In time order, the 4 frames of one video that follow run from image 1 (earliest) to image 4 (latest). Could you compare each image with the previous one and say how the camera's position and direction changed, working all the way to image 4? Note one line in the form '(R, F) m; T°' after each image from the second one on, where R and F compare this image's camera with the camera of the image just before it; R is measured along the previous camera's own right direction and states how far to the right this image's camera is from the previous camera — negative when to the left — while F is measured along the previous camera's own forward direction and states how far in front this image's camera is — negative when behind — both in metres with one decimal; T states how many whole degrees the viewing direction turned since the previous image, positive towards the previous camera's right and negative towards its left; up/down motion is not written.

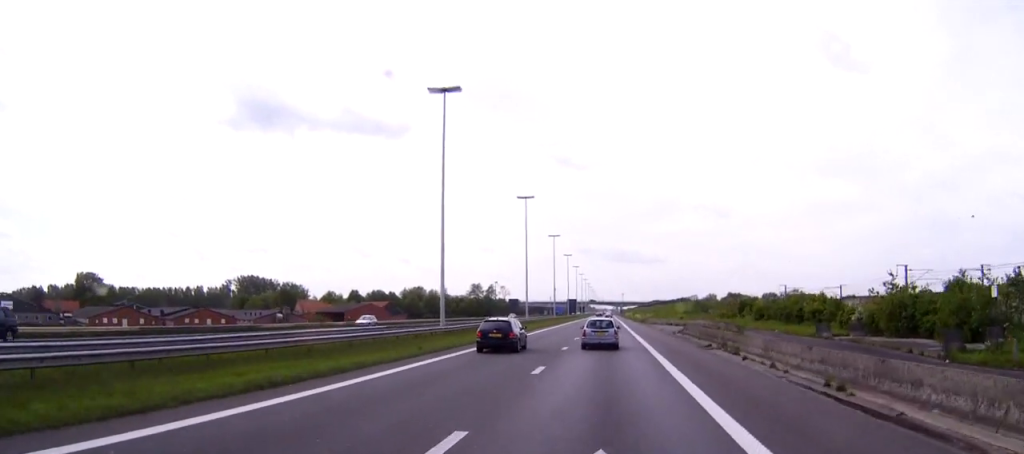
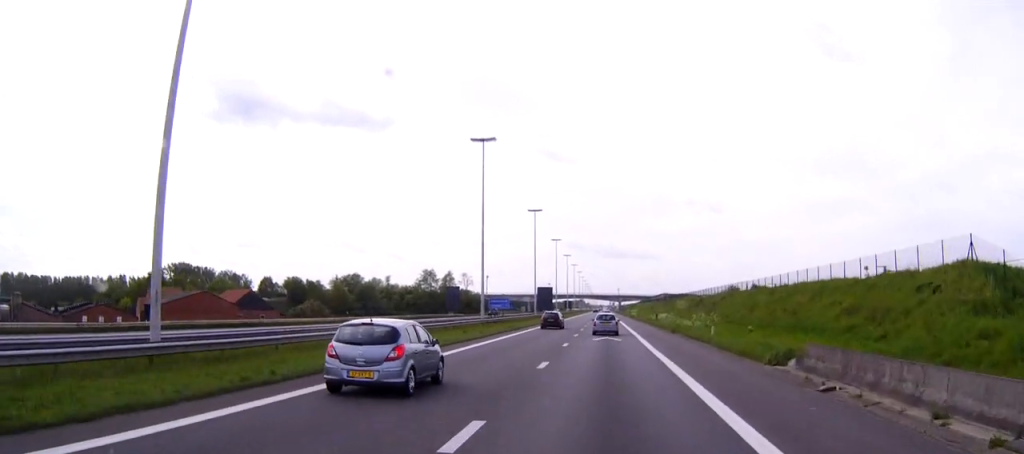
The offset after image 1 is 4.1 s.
(0.0, +99.1) m; 0°
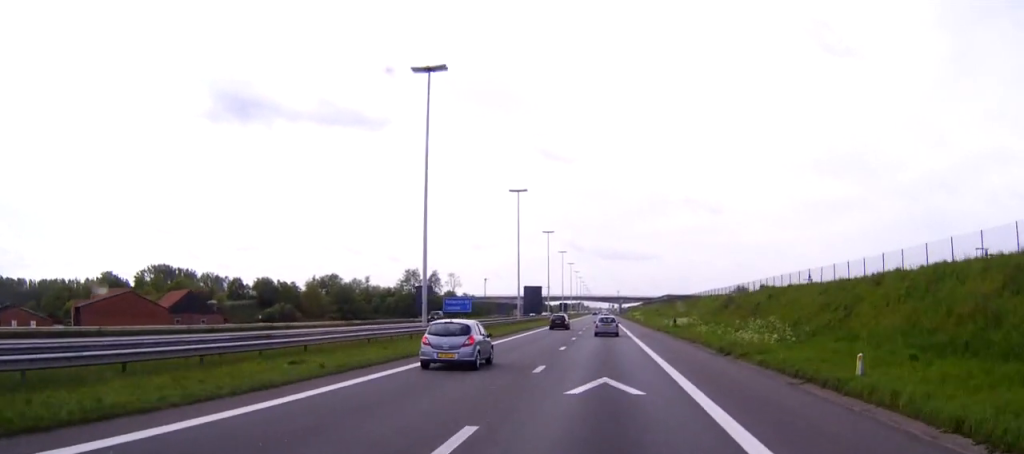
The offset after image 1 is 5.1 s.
(0.0, +25.1) m; 0°
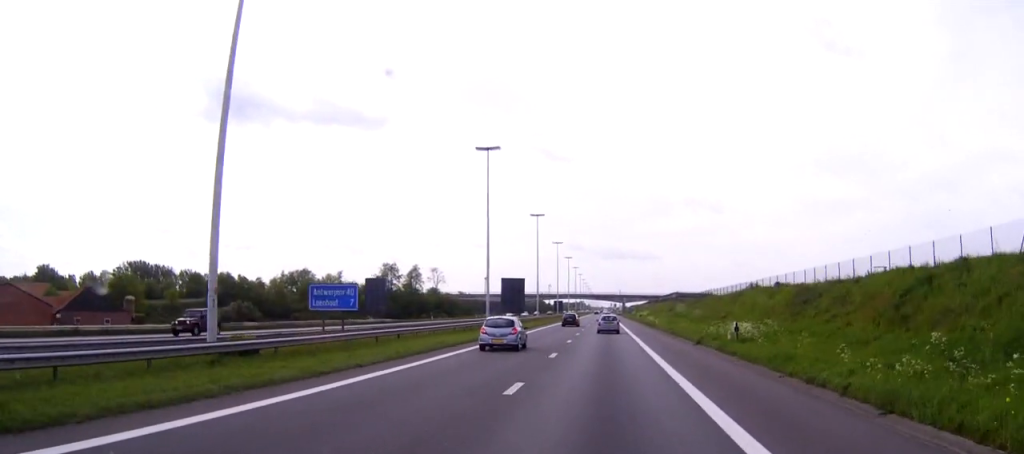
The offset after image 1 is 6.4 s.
(0.0, +30.8) m; 0°
